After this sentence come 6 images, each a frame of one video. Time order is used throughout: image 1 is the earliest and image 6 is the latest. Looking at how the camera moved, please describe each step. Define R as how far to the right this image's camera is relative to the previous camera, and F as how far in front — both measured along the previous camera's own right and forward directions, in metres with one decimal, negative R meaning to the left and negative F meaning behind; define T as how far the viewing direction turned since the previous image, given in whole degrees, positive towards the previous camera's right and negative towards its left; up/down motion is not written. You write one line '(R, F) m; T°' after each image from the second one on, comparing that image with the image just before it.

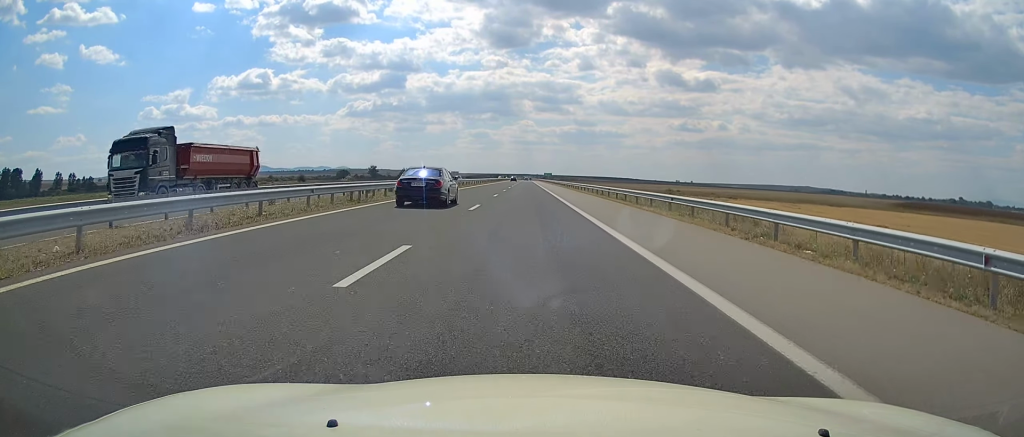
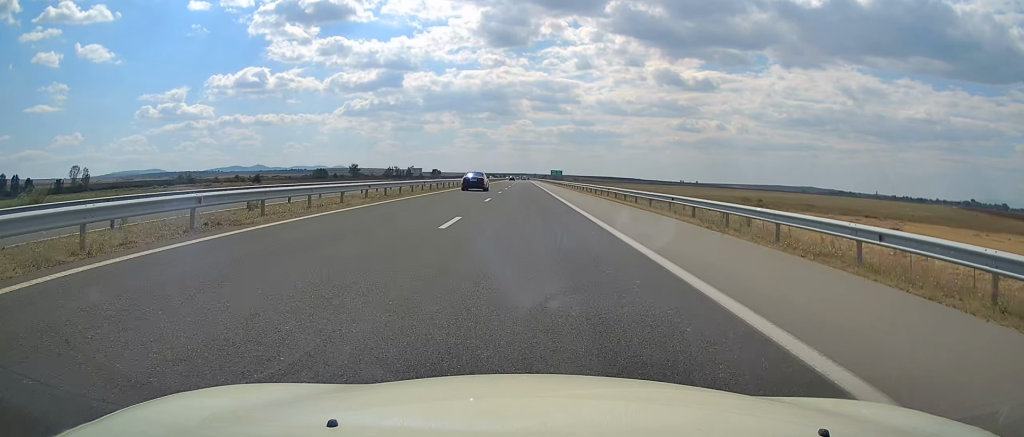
(-0.6, +71.8) m; -1°
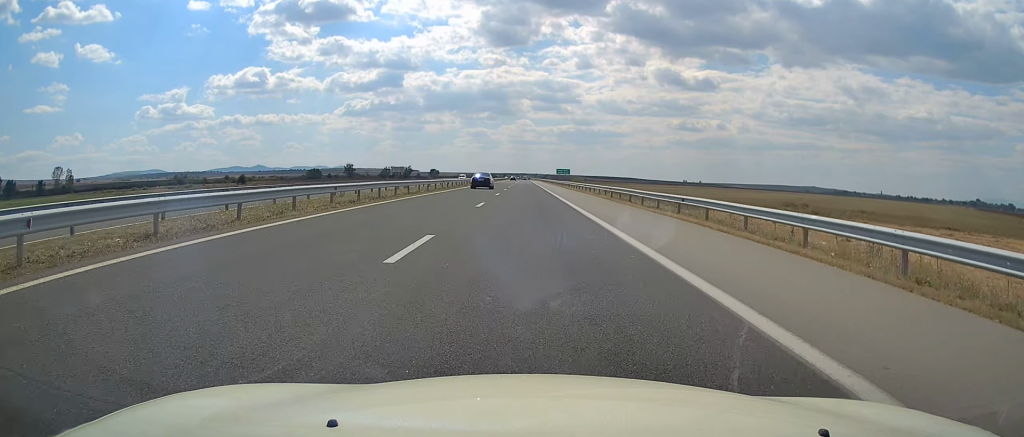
(-0.1, +21.5) m; +1°
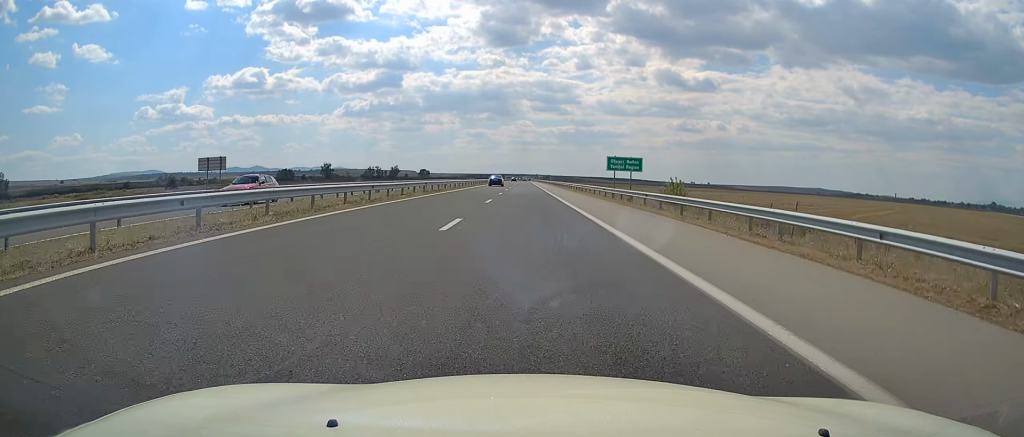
(+0.1, +73.9) m; 0°
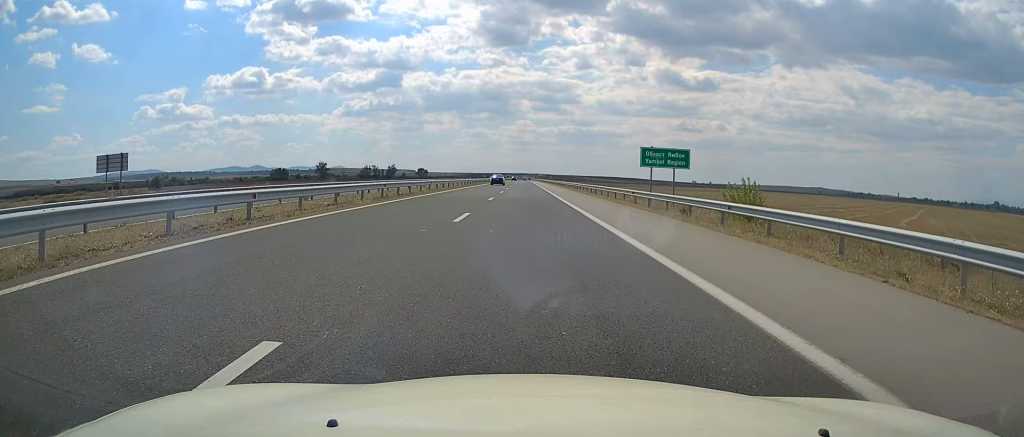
(0.0, +13.4) m; 0°
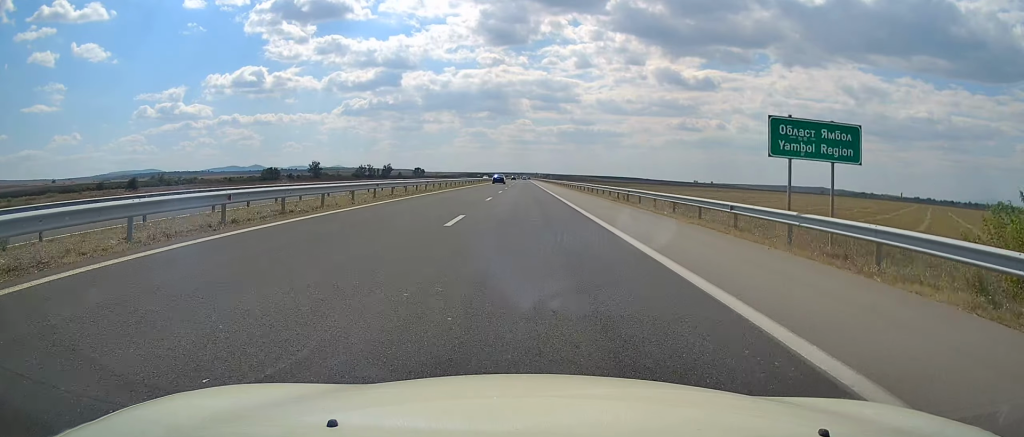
(0.0, +17.5) m; 0°
